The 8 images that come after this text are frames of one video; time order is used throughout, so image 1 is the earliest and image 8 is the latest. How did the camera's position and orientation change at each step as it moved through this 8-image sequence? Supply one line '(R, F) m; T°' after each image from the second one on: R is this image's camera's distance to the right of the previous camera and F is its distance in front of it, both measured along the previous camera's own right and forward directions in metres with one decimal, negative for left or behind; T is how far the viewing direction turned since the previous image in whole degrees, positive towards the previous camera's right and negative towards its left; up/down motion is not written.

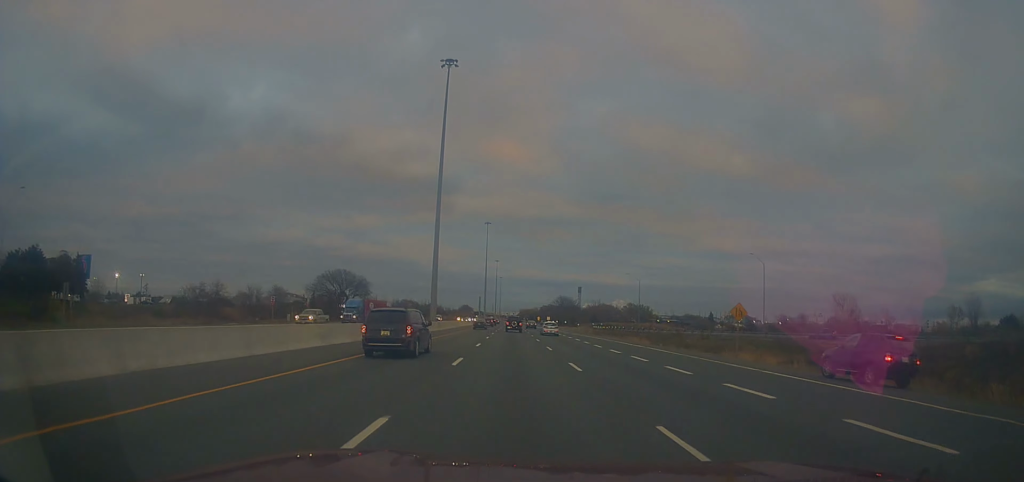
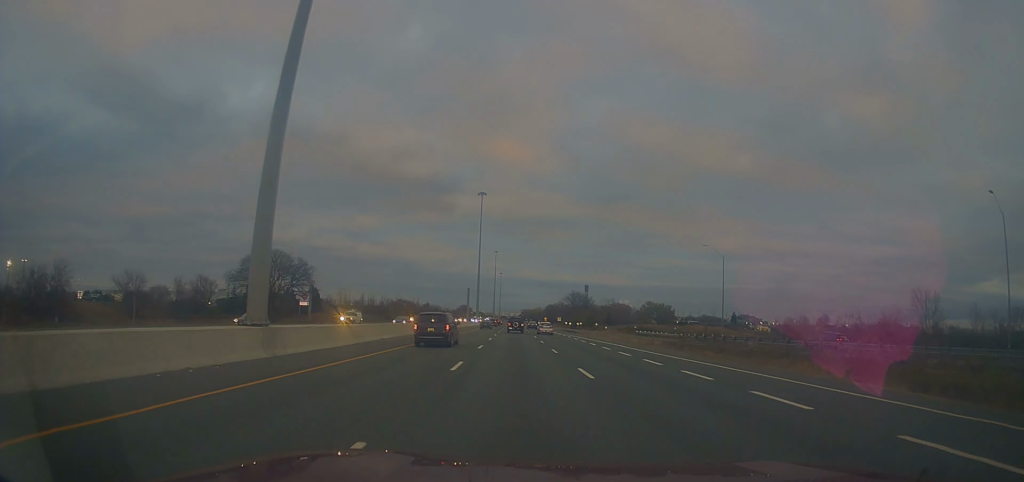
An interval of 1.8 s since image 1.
(-0.5, +50.6) m; -1°
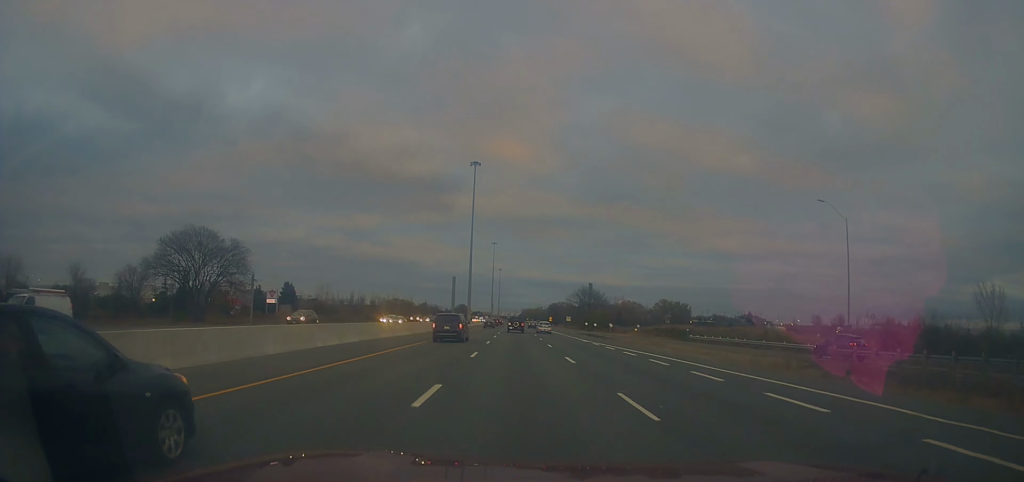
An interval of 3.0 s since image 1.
(+0.1, +31.2) m; +1°
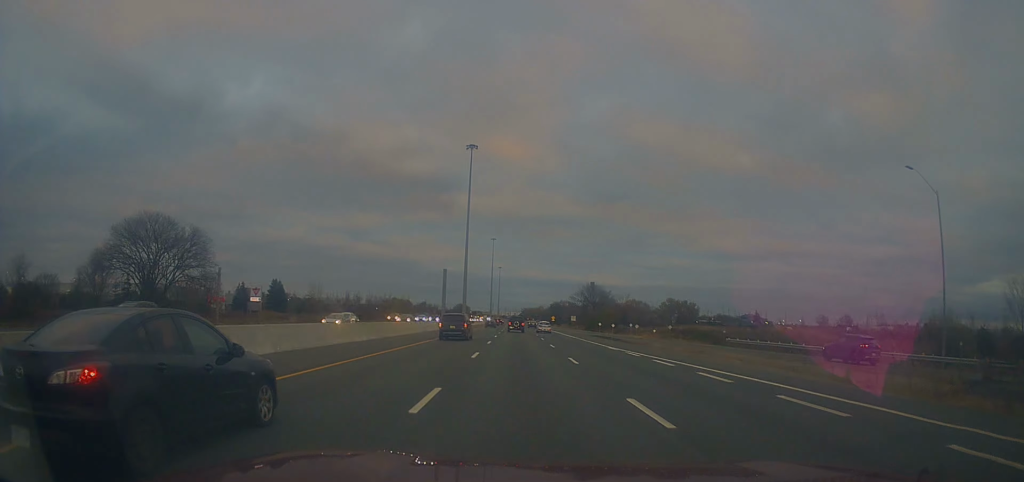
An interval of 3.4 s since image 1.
(+0.1, +12.8) m; 0°
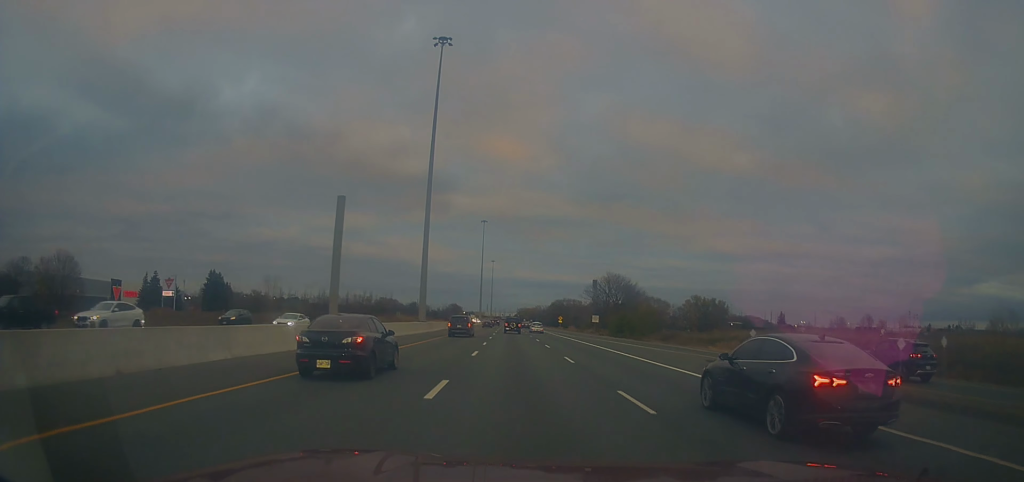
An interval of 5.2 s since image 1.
(0.0, +47.3) m; 0°
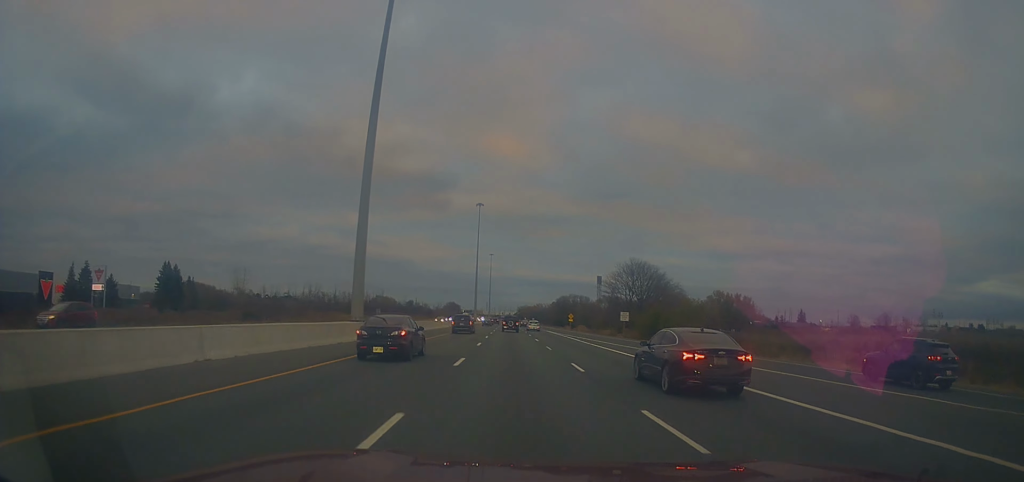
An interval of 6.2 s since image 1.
(0.0, +27.3) m; 0°
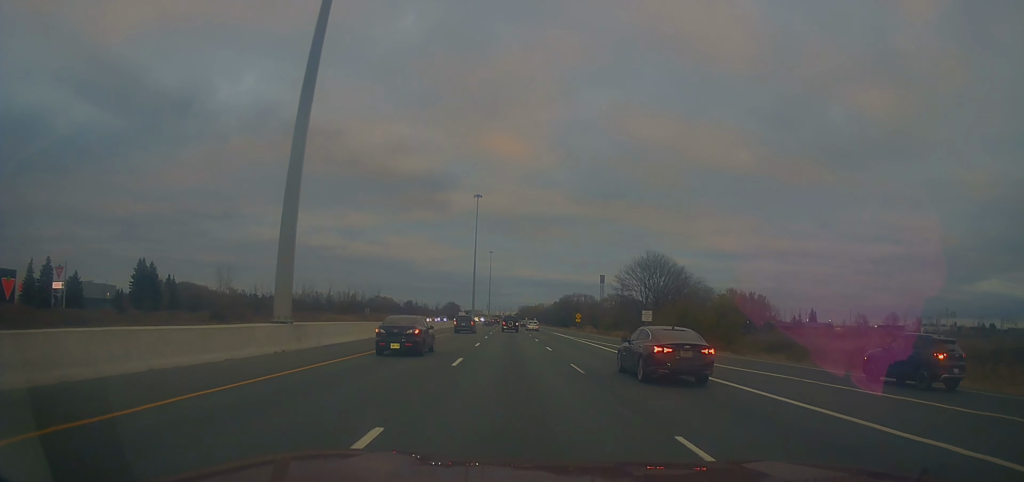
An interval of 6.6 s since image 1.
(0.0, +12.7) m; 0°
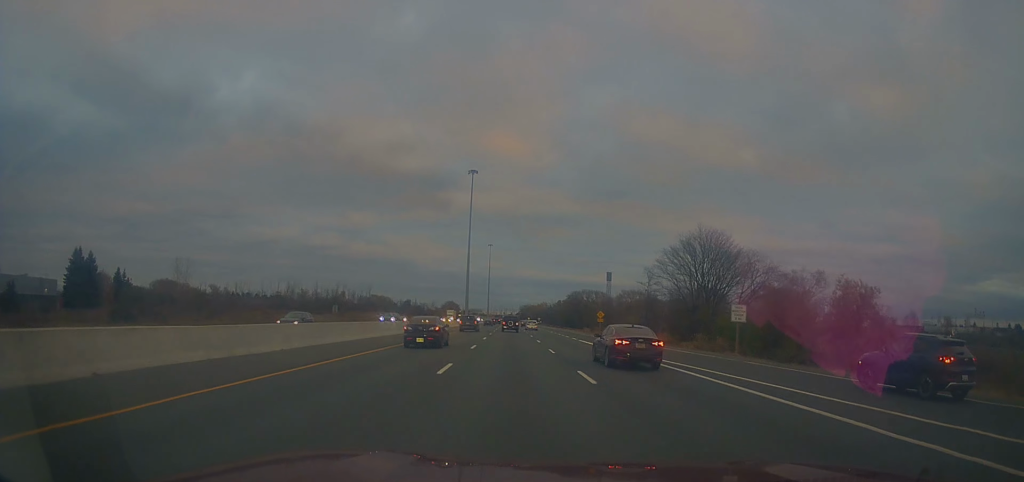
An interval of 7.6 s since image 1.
(-0.1, +27.2) m; -1°
